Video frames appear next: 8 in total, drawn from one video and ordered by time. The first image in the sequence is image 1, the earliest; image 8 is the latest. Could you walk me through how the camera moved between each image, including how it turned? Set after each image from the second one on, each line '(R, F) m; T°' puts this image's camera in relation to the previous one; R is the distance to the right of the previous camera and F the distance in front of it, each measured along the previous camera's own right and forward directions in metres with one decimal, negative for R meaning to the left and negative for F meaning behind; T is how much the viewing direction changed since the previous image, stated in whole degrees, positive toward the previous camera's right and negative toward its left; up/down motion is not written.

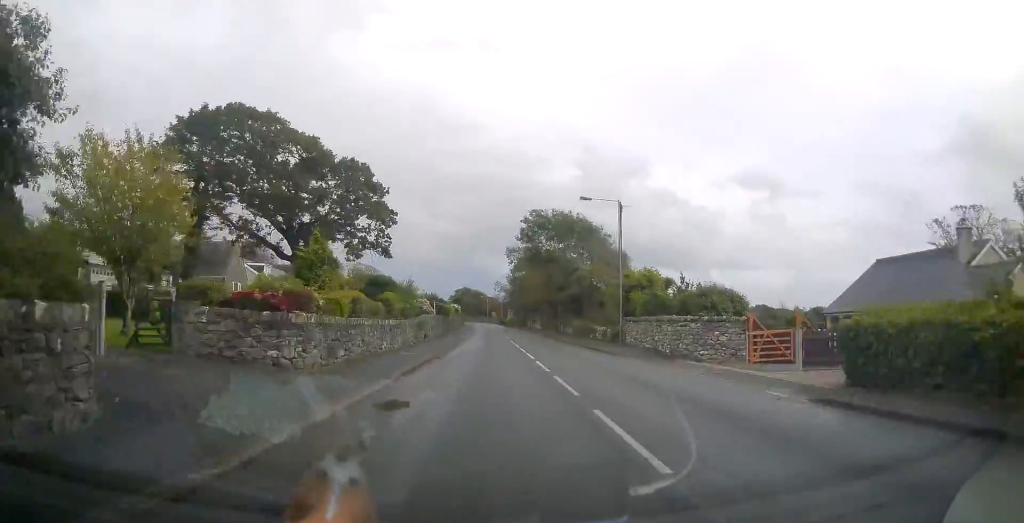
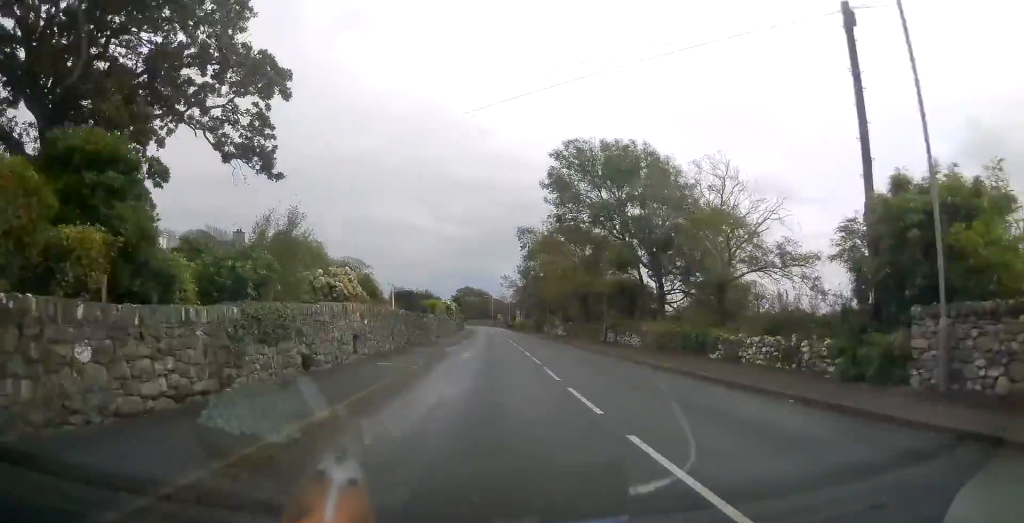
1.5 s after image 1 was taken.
(-0.3, +25.5) m; -1°
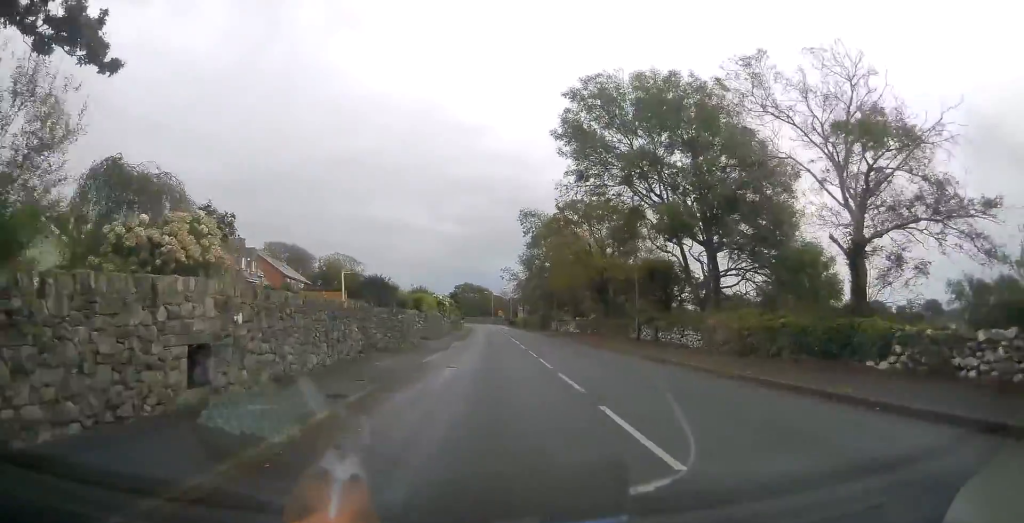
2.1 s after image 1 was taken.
(0.0, +10.1) m; 0°
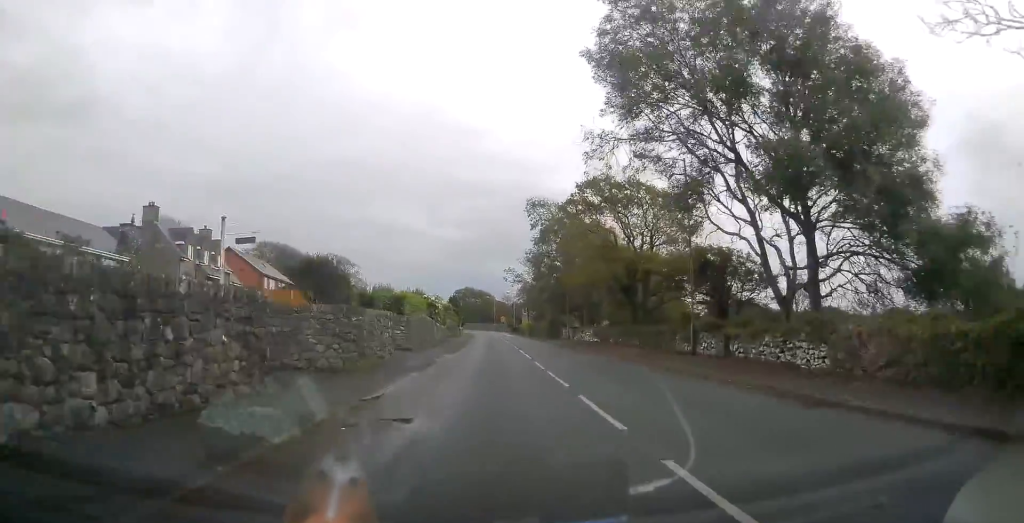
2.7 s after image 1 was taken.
(0.0, +9.5) m; 0°
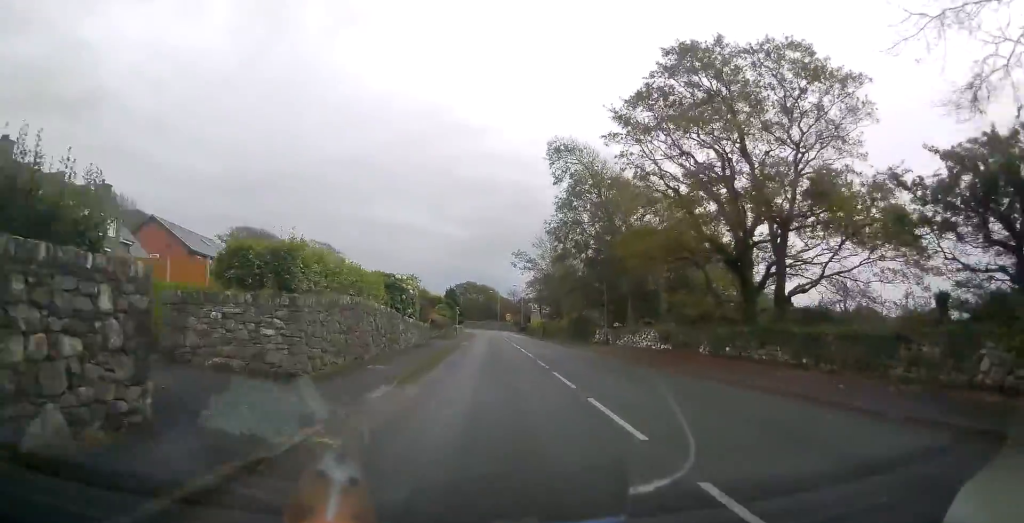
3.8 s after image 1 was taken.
(-0.1, +18.8) m; 0°
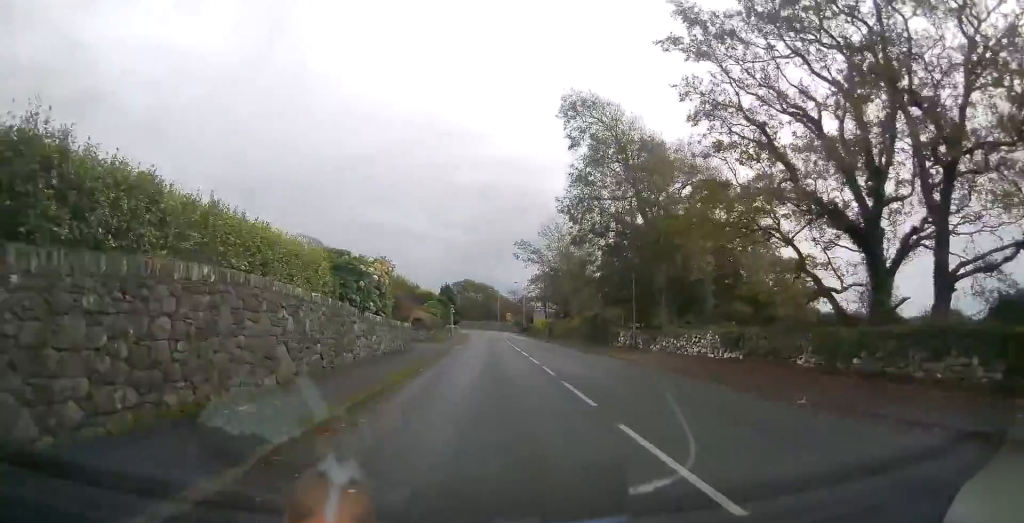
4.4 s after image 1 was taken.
(0.0, +8.8) m; 0°
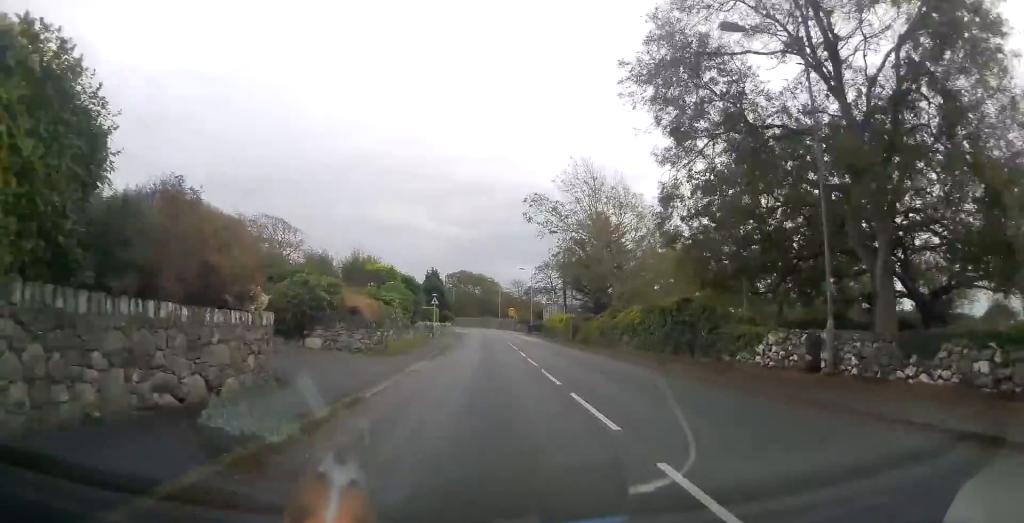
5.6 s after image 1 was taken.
(0.0, +20.1) m; 0°
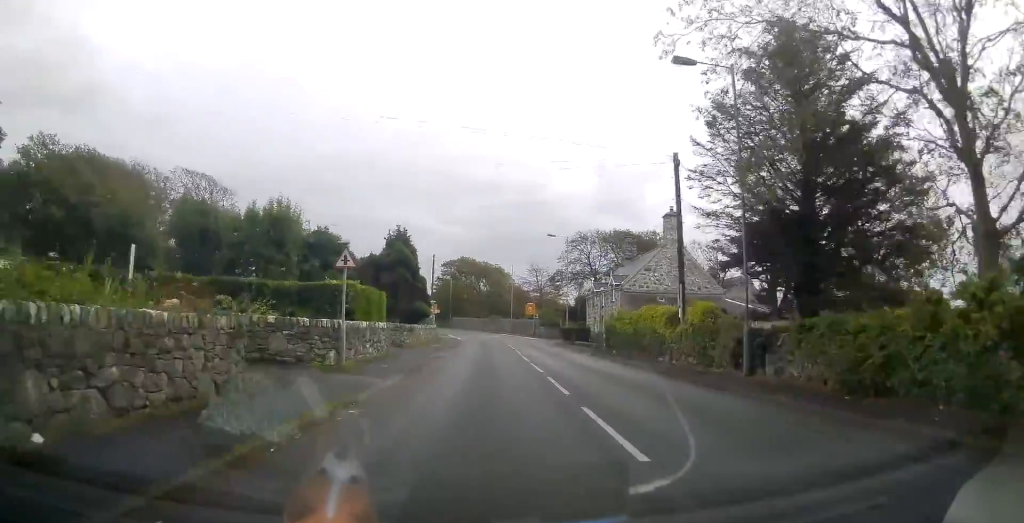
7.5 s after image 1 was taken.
(0.0, +31.5) m; 0°
